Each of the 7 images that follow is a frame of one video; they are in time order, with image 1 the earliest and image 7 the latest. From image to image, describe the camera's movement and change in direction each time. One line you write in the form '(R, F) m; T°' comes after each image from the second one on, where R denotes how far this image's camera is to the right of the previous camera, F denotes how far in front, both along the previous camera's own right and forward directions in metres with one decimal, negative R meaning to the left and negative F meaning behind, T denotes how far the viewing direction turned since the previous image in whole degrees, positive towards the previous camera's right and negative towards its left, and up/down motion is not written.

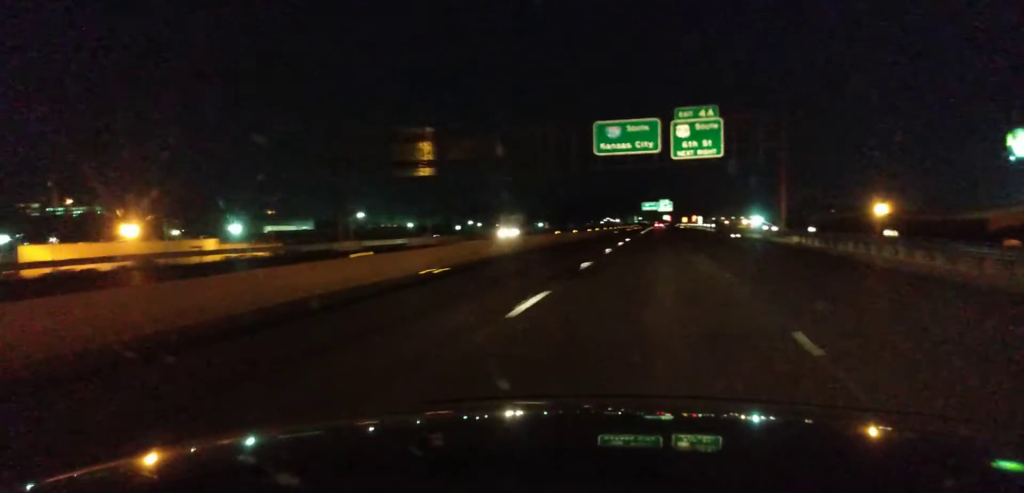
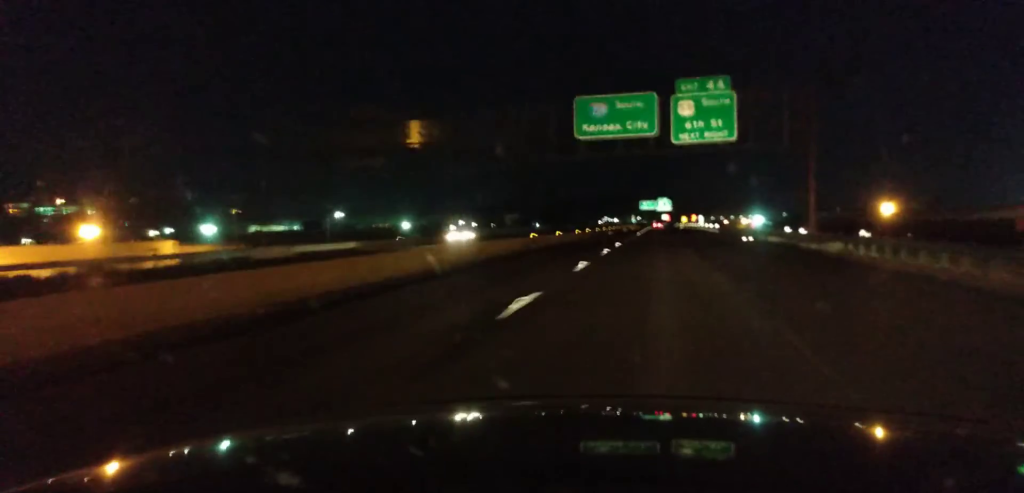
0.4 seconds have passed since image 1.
(0.0, +11.3) m; 0°
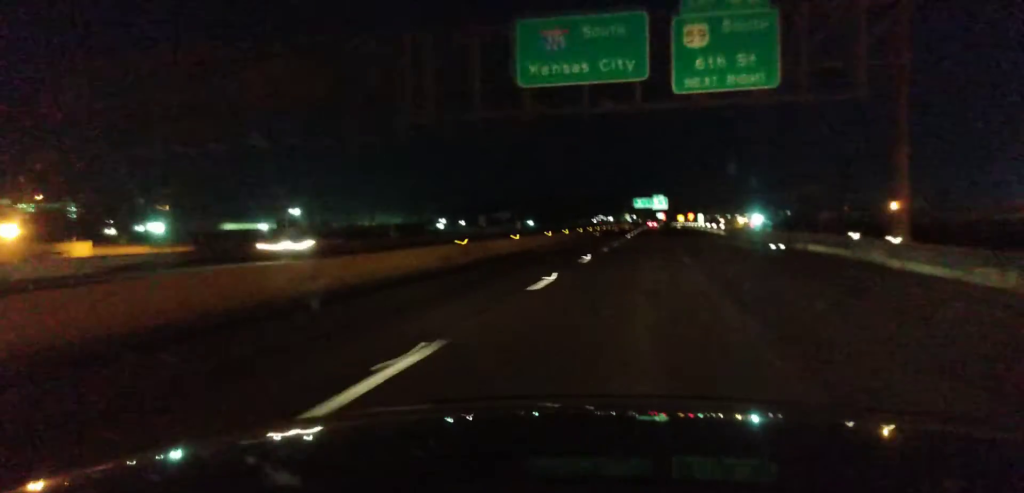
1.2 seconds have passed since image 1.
(+0.1, +19.6) m; 0°
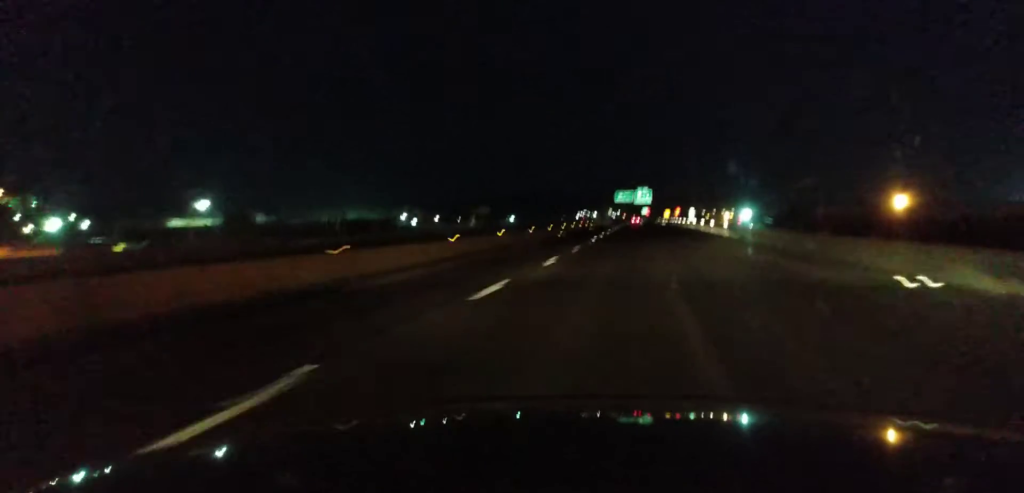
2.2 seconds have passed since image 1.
(+0.1, +27.7) m; +1°
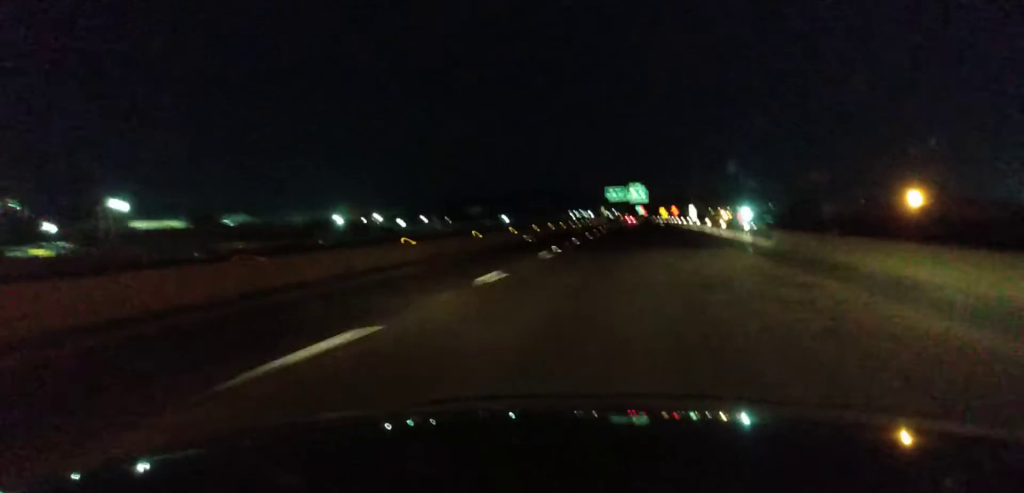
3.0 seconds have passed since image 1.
(+0.2, +20.5) m; 0°
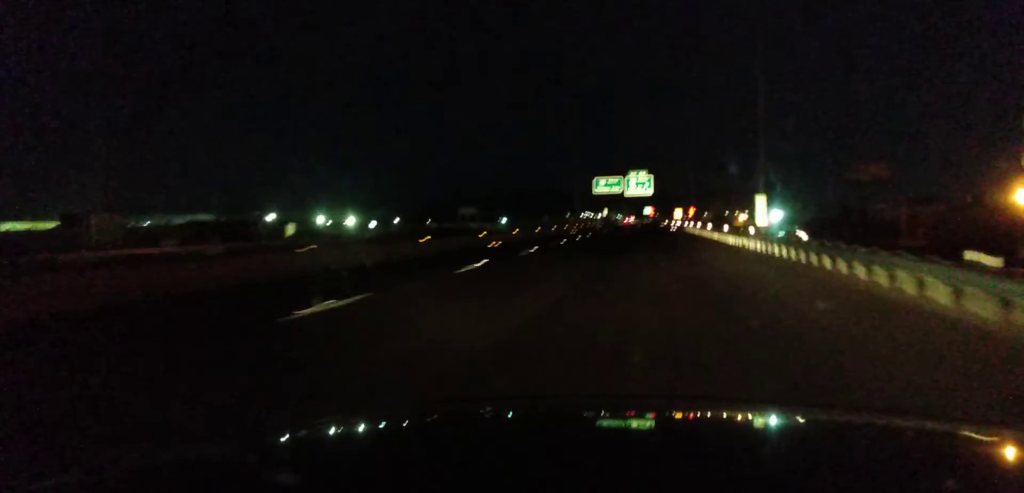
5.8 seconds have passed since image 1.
(-0.4, +70.2) m; -1°
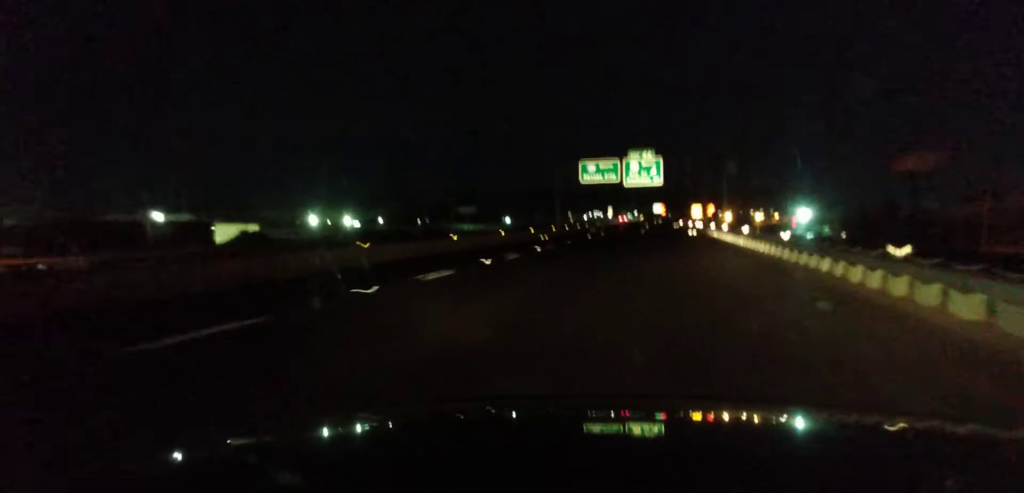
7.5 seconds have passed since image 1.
(-0.1, +41.2) m; -1°
